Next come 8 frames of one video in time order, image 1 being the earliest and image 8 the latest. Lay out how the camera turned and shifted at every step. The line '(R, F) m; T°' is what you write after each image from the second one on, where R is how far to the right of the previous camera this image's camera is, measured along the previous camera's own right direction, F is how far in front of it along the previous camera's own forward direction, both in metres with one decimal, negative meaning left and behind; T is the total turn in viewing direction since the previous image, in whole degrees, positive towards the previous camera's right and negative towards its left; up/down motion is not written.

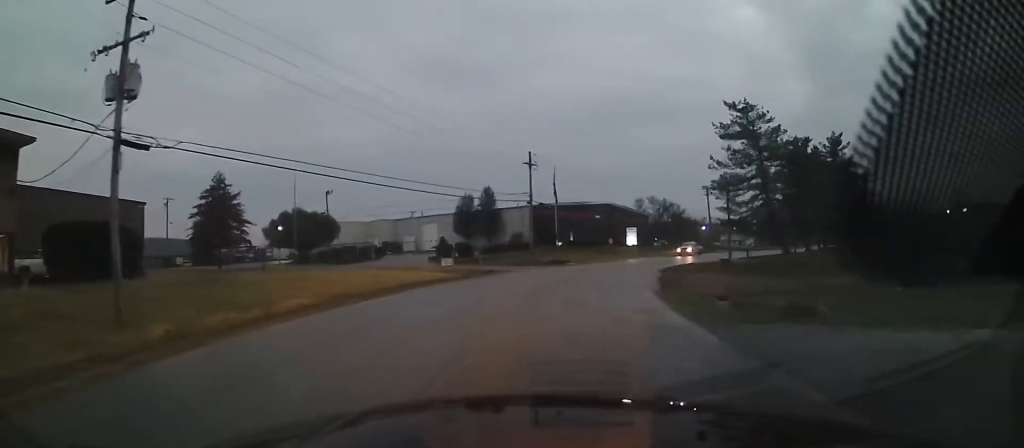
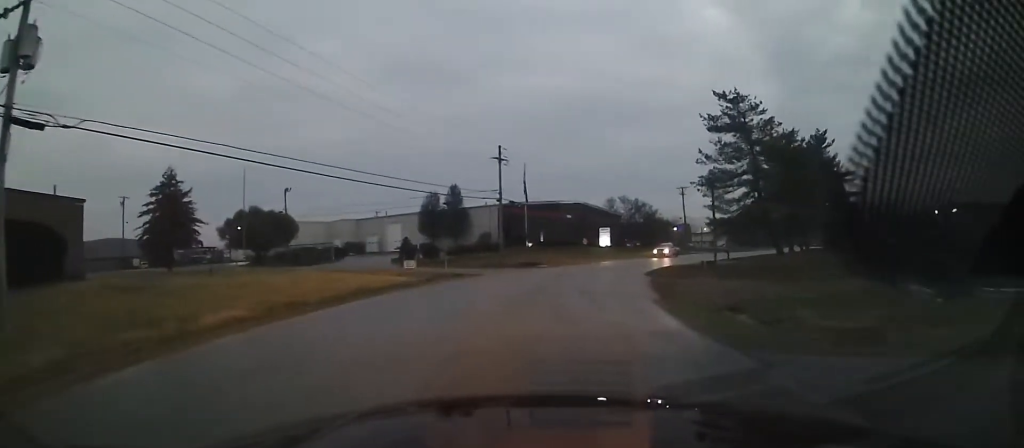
(-0.1, +4.2) m; +5°
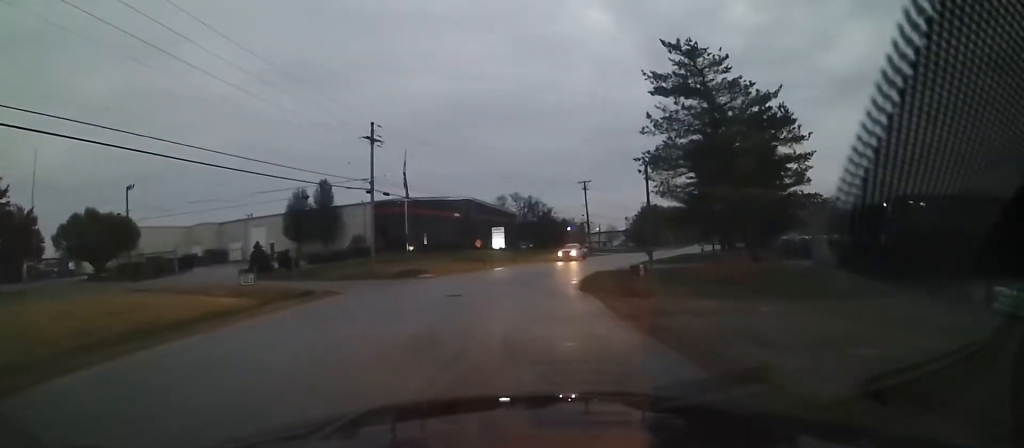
(+2.8, +11.8) m; +15°
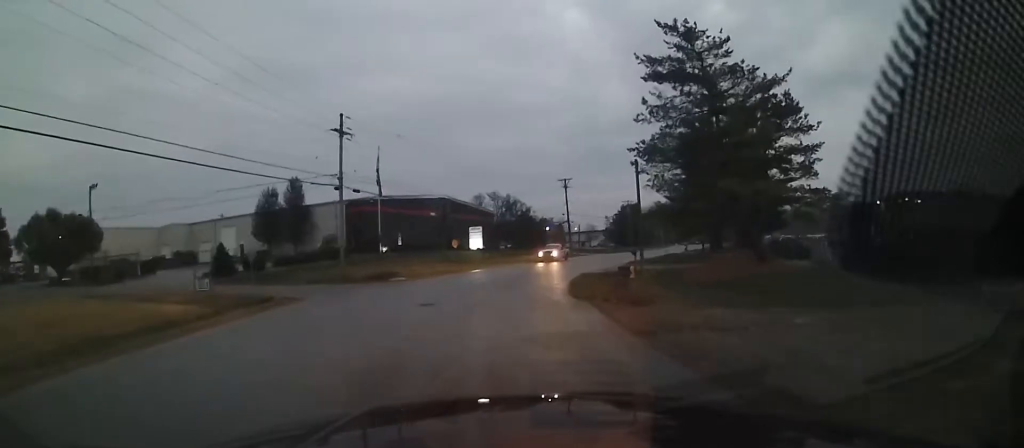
(-0.4, +3.1) m; 0°
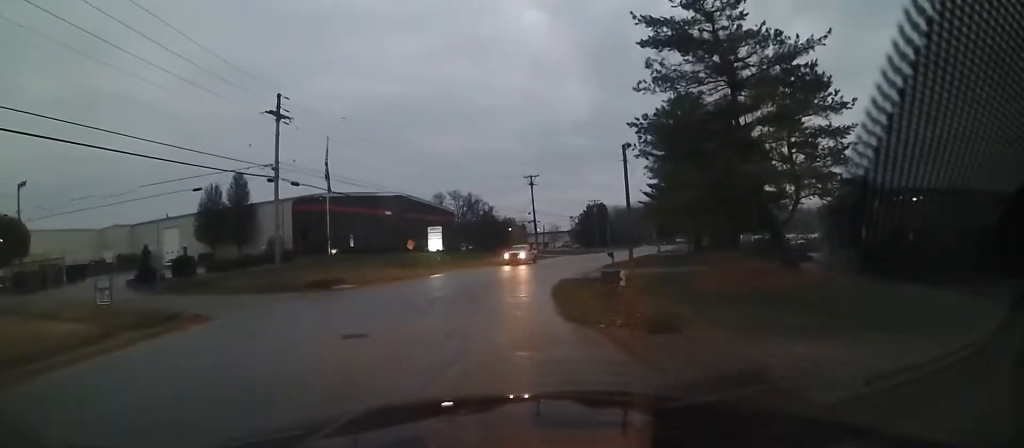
(+0.3, +6.5) m; +4°
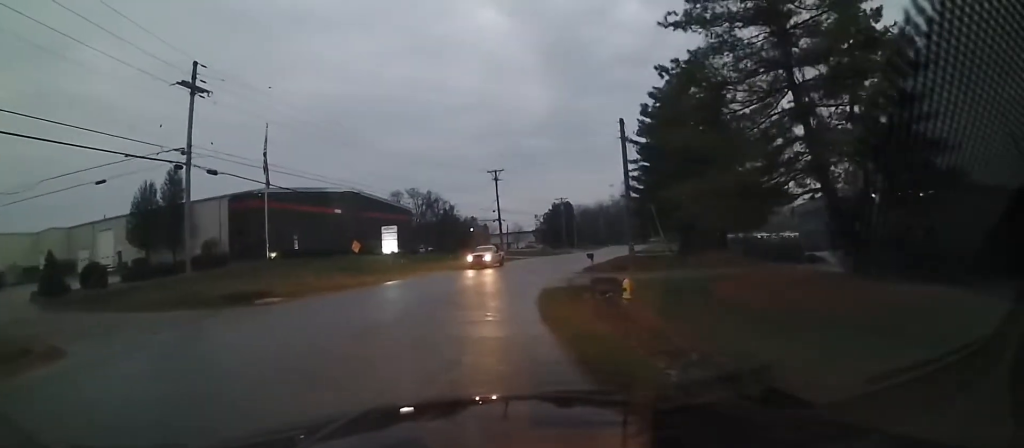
(+0.1, +7.7) m; +4°
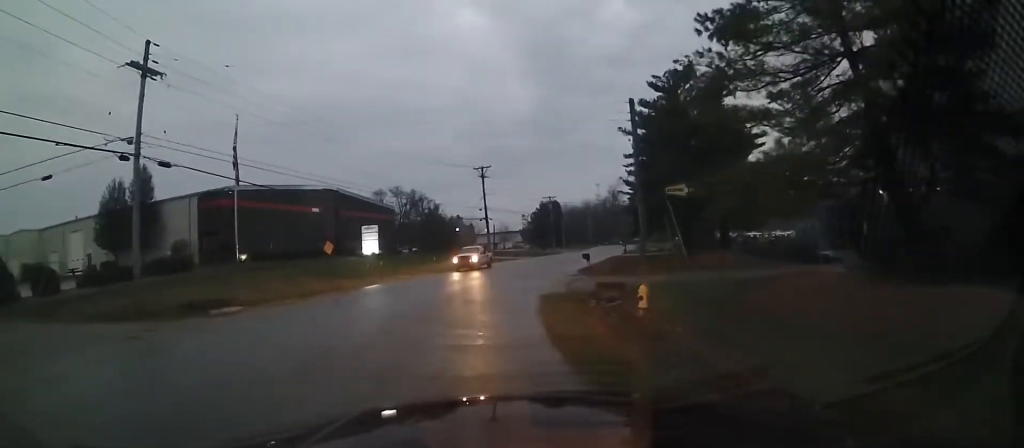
(+0.2, +3.8) m; +2°
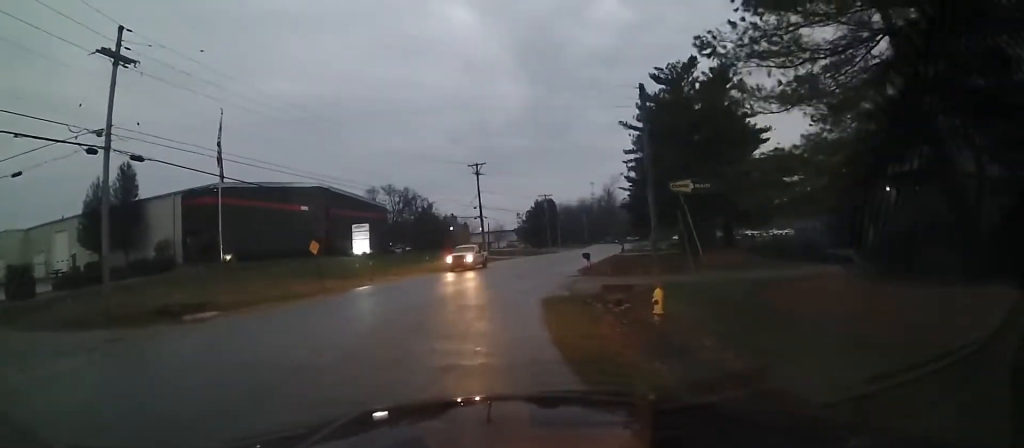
(+0.1, +2.0) m; 0°
